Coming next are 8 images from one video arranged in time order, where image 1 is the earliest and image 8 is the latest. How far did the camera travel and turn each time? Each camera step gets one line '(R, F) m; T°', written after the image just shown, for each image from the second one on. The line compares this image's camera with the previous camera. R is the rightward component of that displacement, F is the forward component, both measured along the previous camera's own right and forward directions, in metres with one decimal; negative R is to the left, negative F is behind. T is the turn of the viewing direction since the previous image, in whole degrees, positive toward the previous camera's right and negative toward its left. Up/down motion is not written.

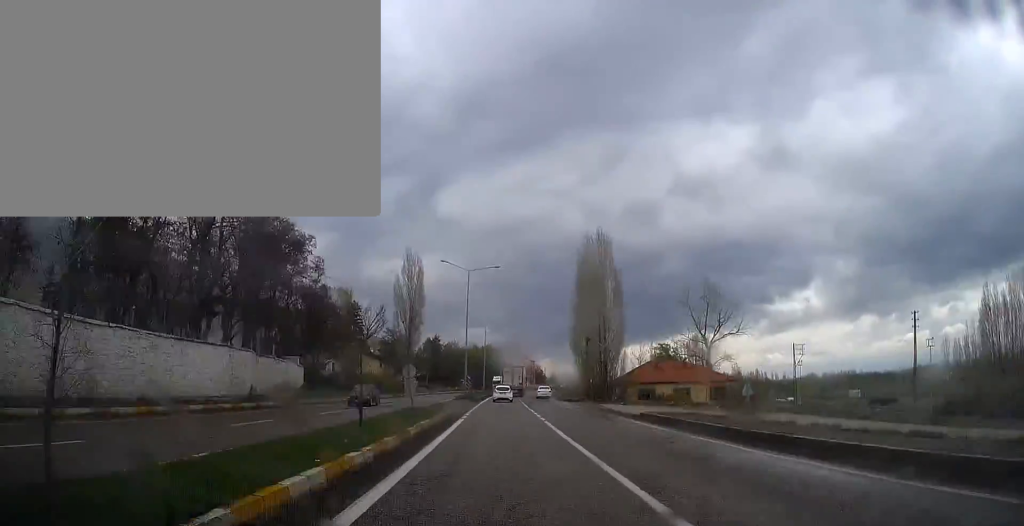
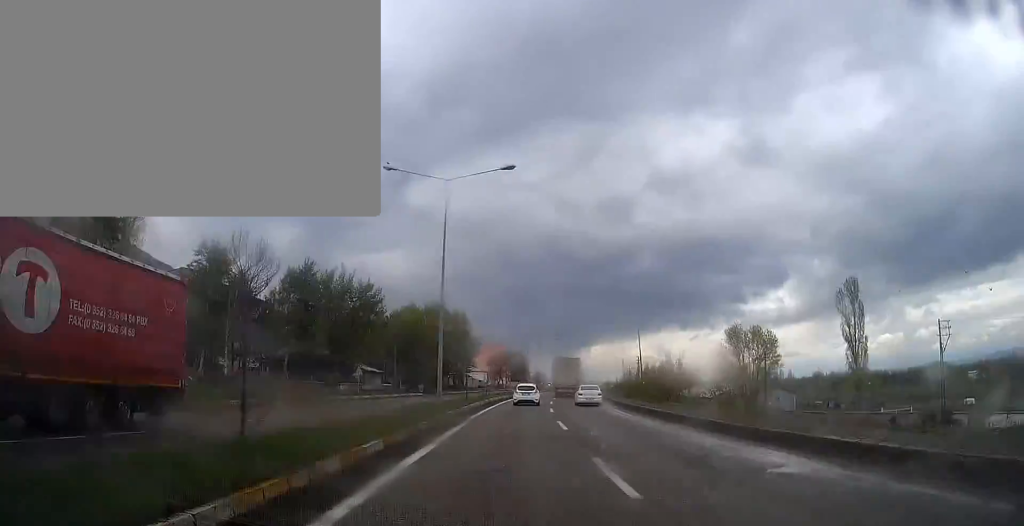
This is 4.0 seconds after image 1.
(+1.2, +87.3) m; +3°
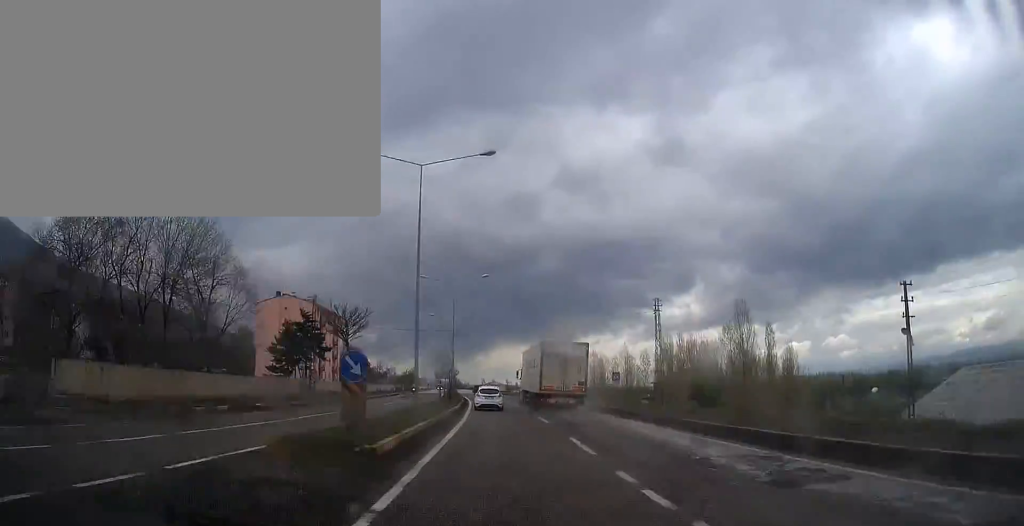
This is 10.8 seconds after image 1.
(+8.9, +152.4) m; +3°
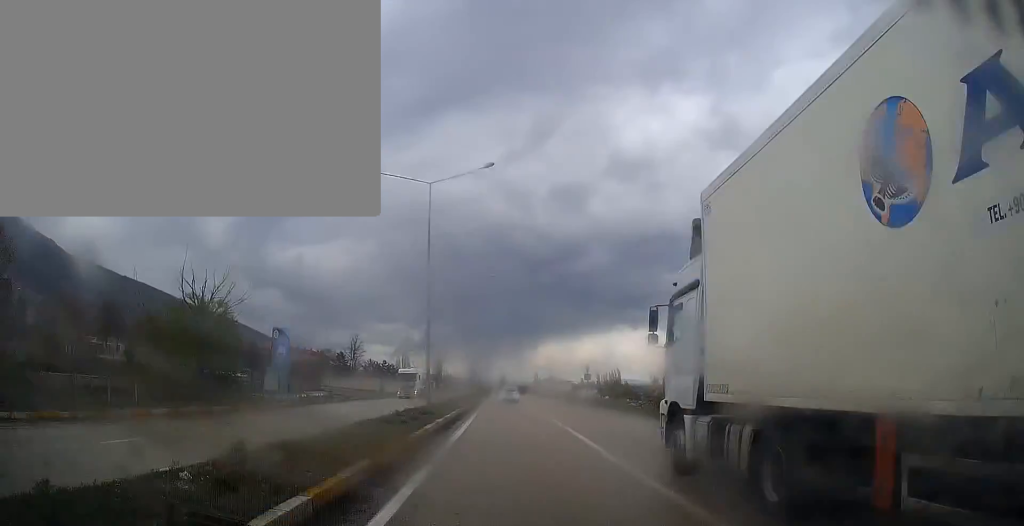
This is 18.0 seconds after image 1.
(-1.3, +172.2) m; -1°
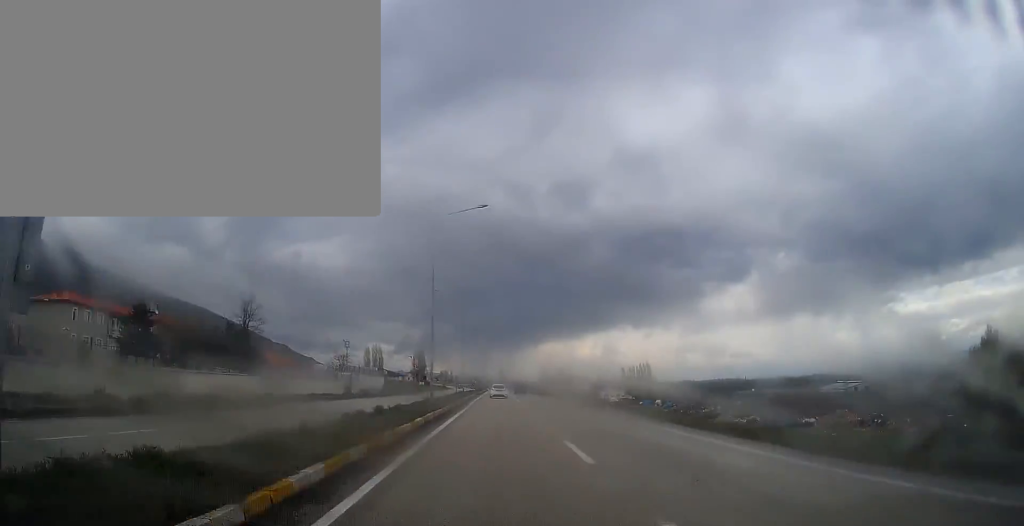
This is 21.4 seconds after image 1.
(-0.4, +86.3) m; -1°
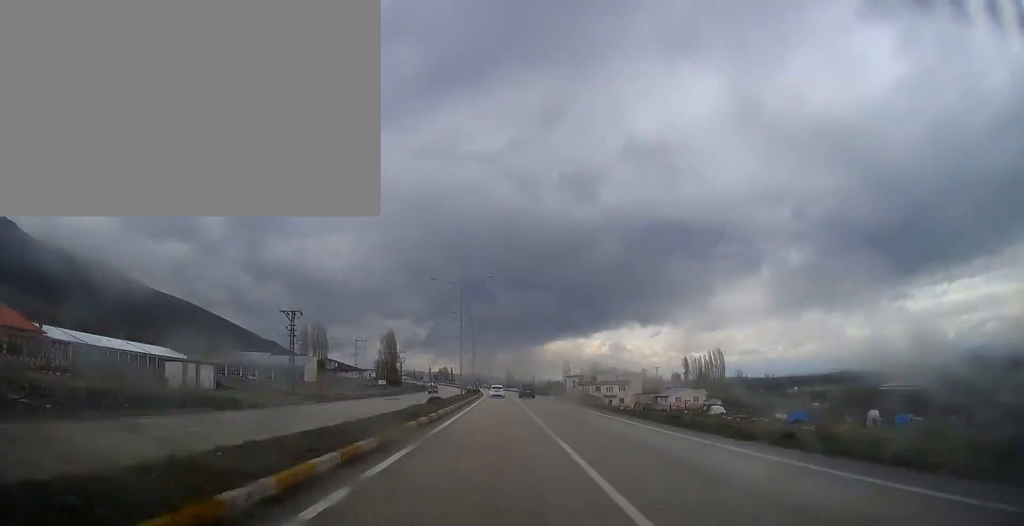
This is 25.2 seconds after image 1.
(0.0, +104.2) m; -2°
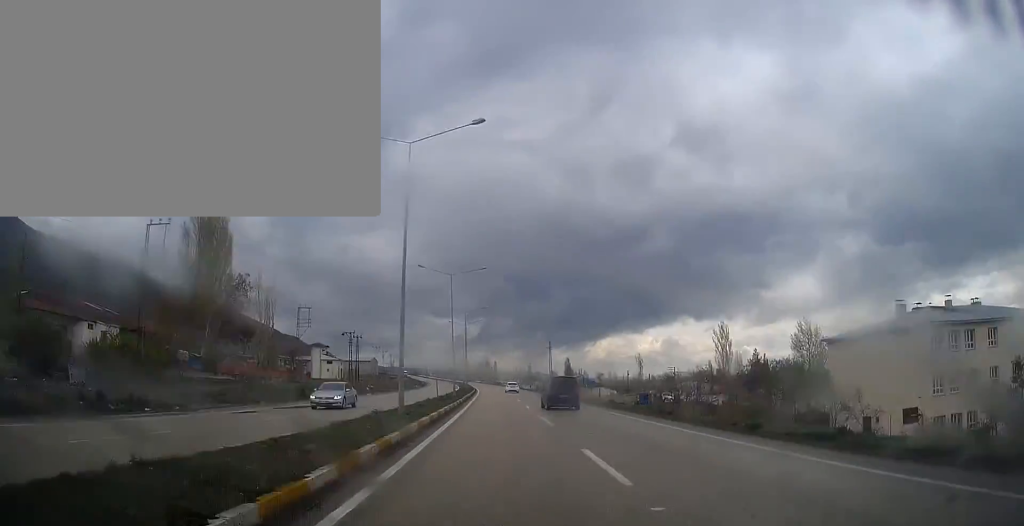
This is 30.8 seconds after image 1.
(-5.0, +157.1) m; -4°
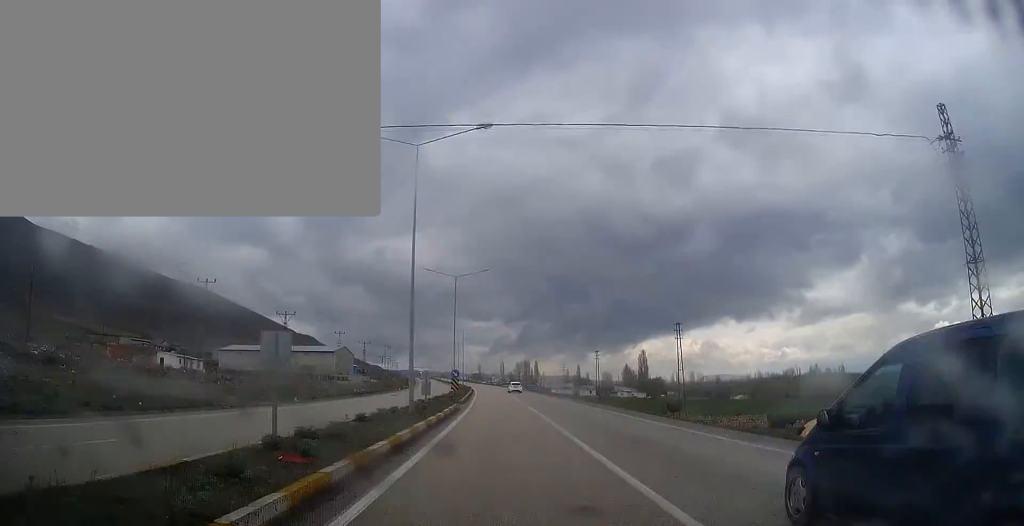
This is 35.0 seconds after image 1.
(-4.2, +121.0) m; -4°
